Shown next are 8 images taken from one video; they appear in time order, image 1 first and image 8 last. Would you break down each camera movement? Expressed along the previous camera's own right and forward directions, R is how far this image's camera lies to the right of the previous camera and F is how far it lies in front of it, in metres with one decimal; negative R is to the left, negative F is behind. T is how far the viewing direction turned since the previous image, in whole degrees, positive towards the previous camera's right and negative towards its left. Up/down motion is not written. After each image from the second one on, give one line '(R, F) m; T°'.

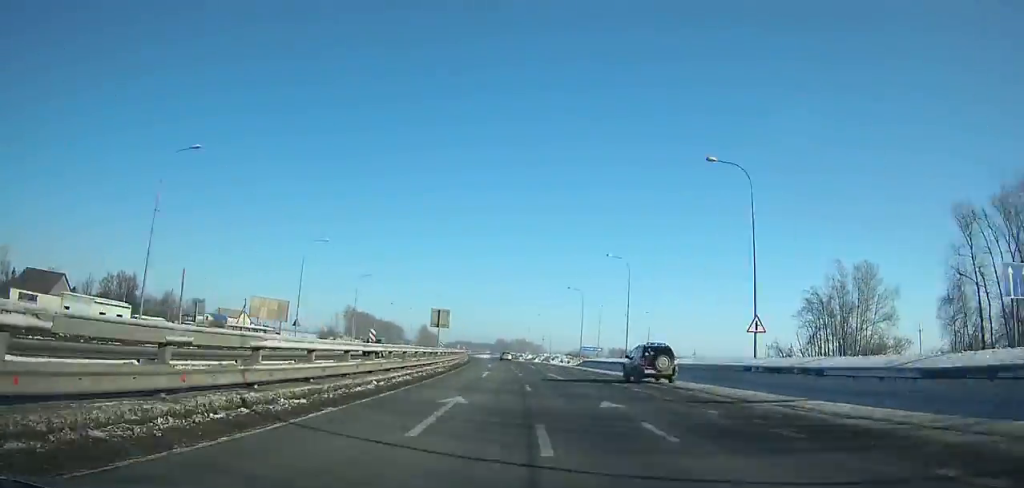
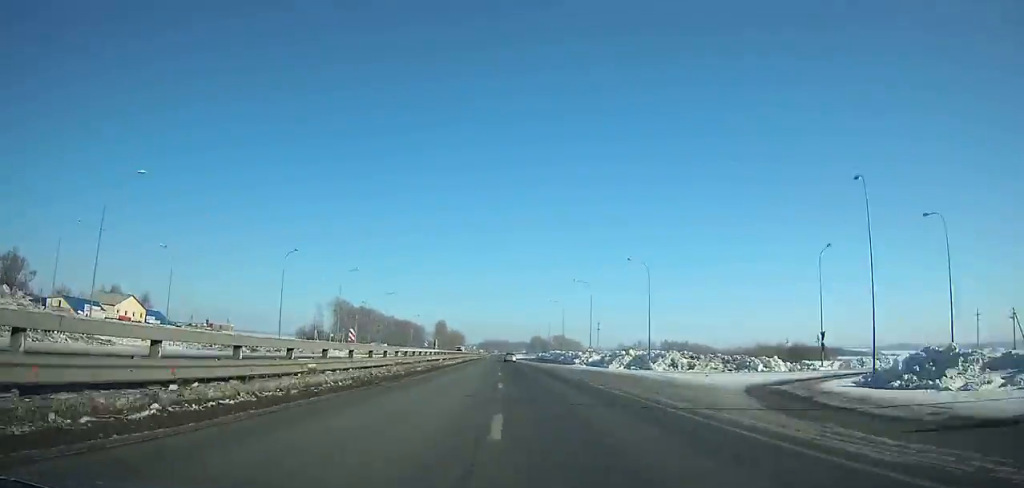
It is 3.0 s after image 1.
(-2.6, +83.0) m; -3°
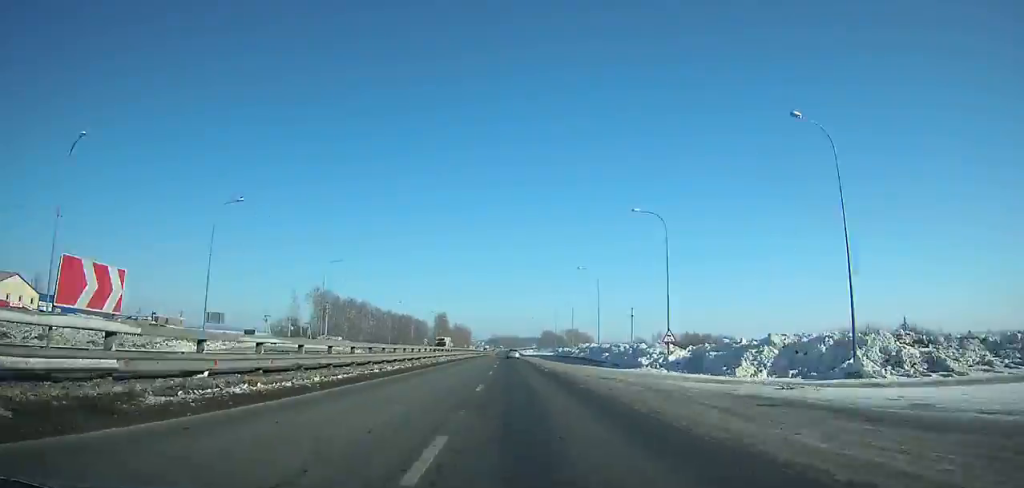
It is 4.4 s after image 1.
(-0.2, +38.8) m; -1°
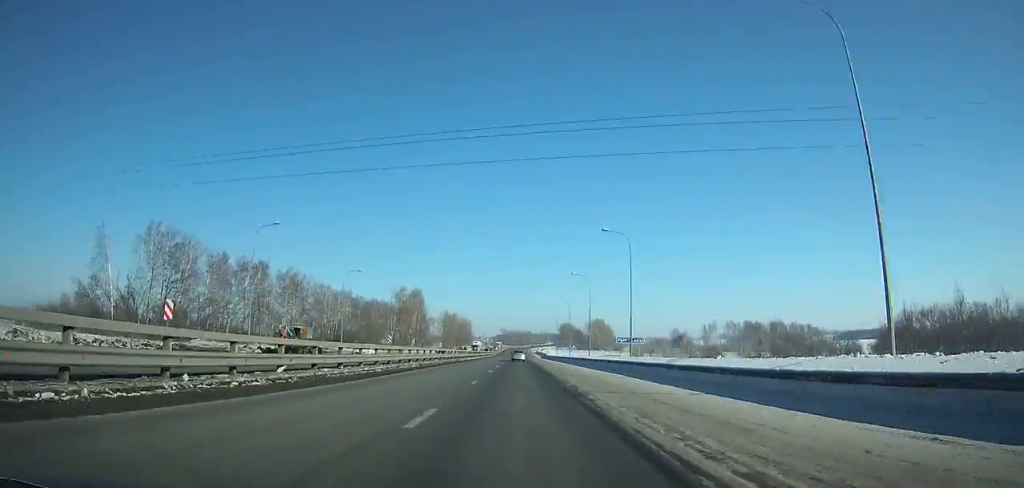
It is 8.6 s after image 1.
(-1.7, +116.5) m; -1°
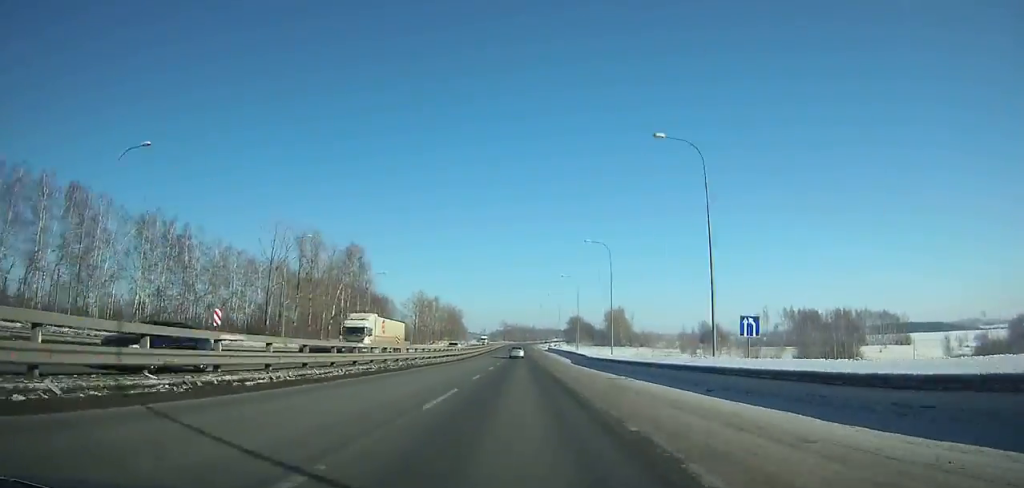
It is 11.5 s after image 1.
(-0.2, +80.3) m; 0°
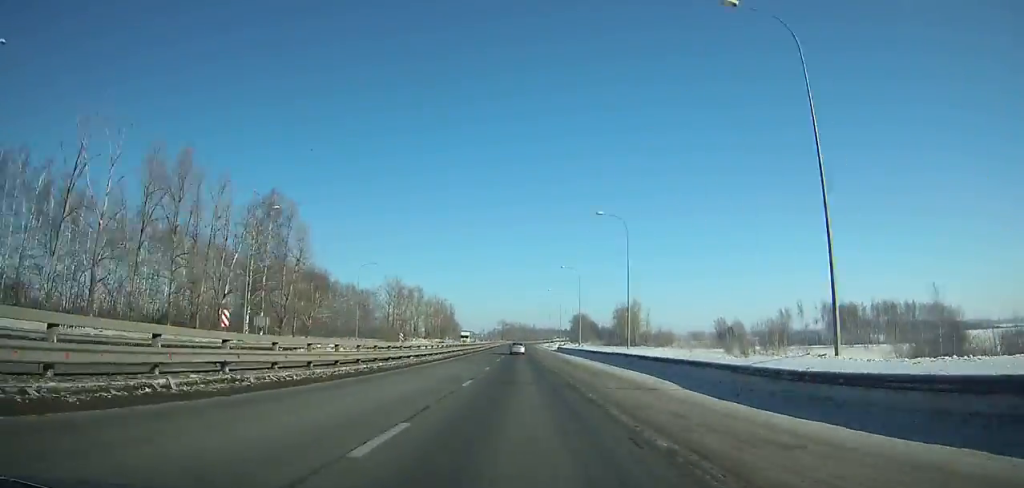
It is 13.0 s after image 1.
(-0.1, +41.5) m; 0°
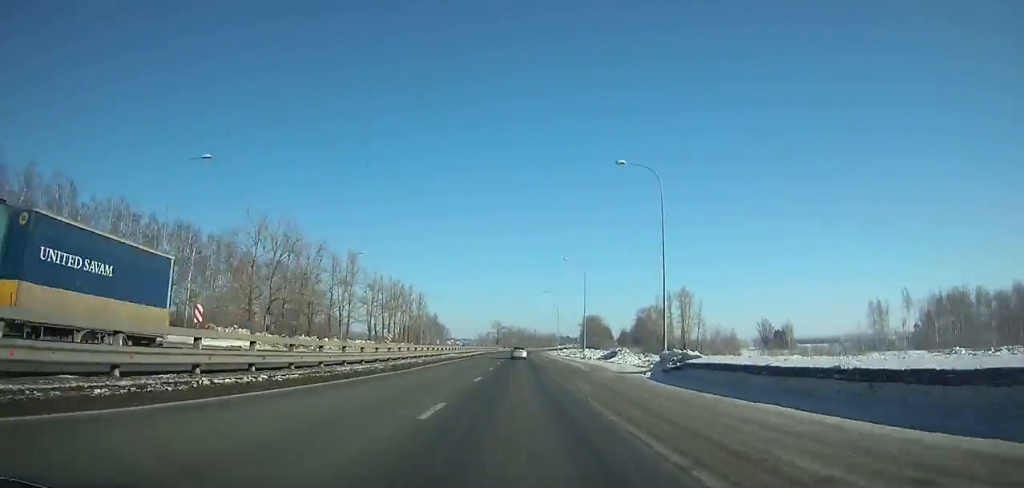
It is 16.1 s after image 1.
(+0.2, +85.0) m; 0°
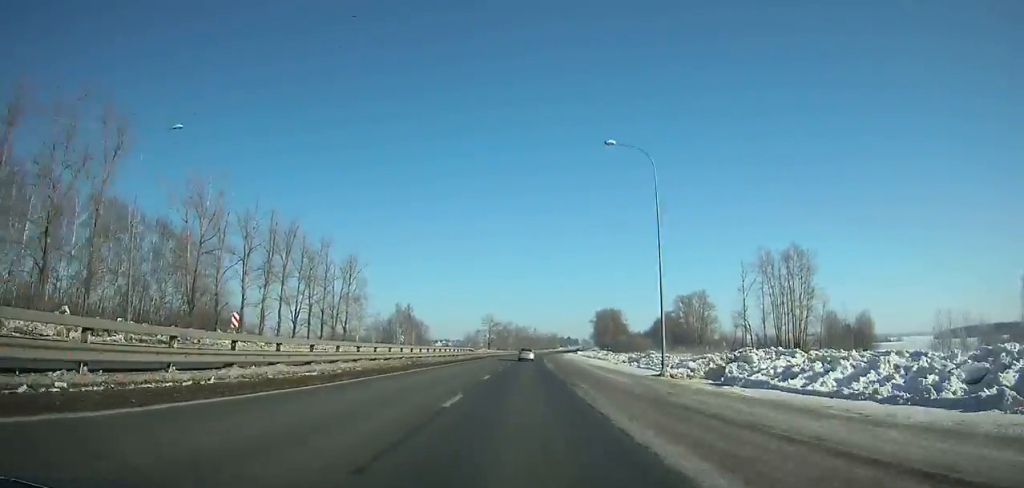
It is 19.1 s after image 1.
(+0.1, +81.5) m; +1°
